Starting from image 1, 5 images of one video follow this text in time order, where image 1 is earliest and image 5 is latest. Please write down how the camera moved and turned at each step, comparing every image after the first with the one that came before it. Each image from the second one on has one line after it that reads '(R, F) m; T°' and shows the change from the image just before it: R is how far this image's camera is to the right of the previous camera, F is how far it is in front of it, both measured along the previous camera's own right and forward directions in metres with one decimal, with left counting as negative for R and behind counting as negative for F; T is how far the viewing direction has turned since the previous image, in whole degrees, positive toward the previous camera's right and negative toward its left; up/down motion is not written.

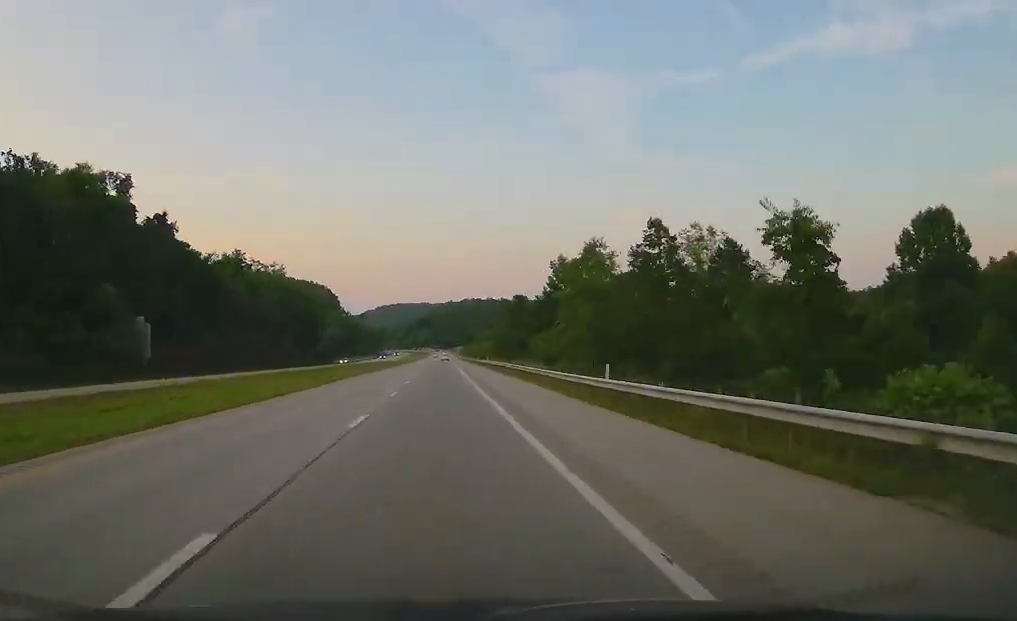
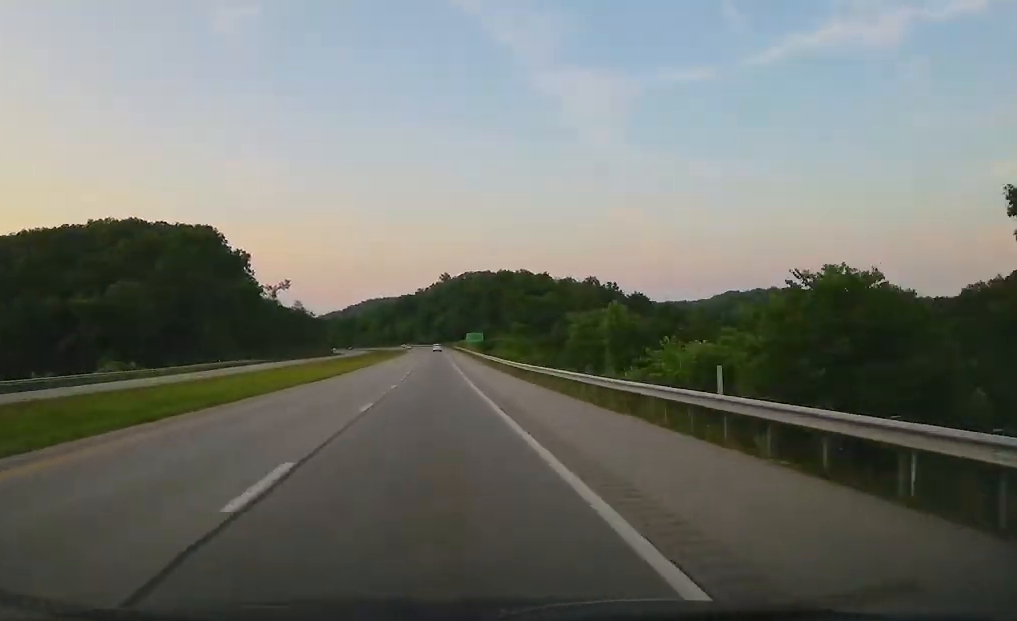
(+1.1, +201.4) m; -1°
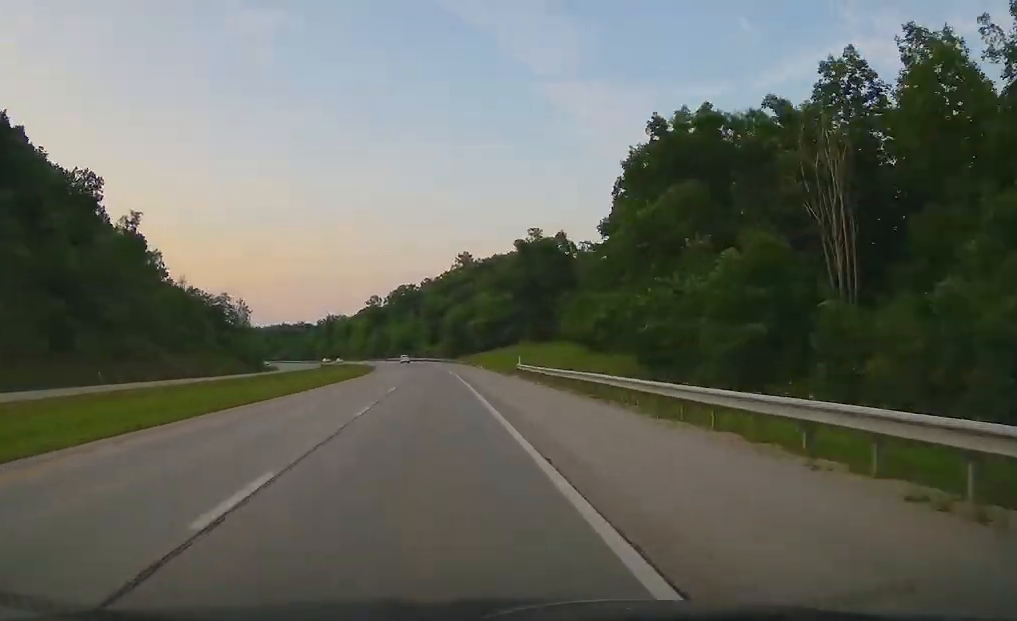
(-2.1, +135.1) m; -4°
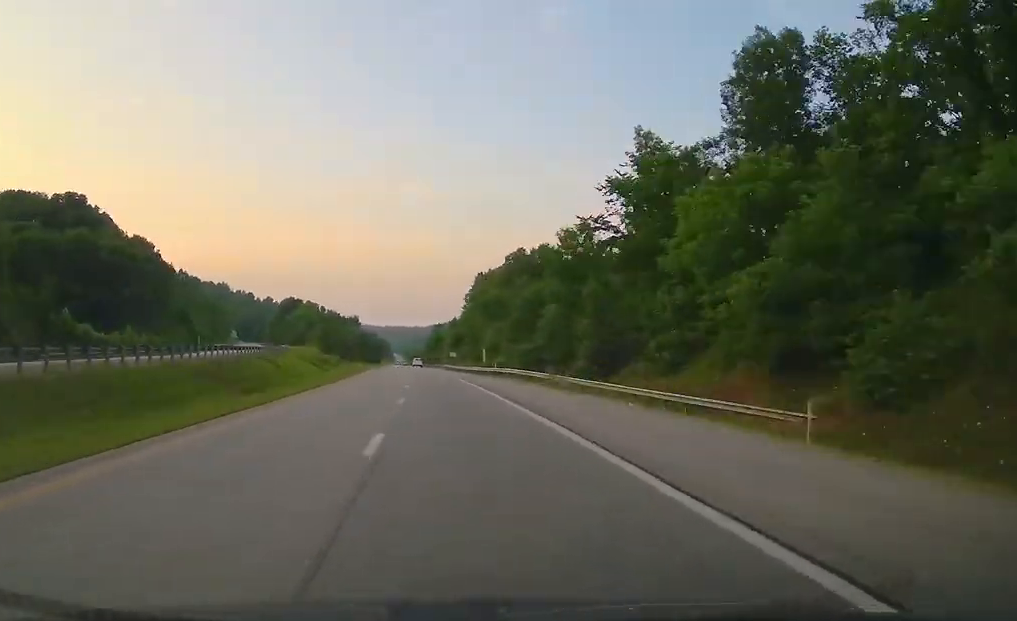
(-63.6, +326.5) m; -22°
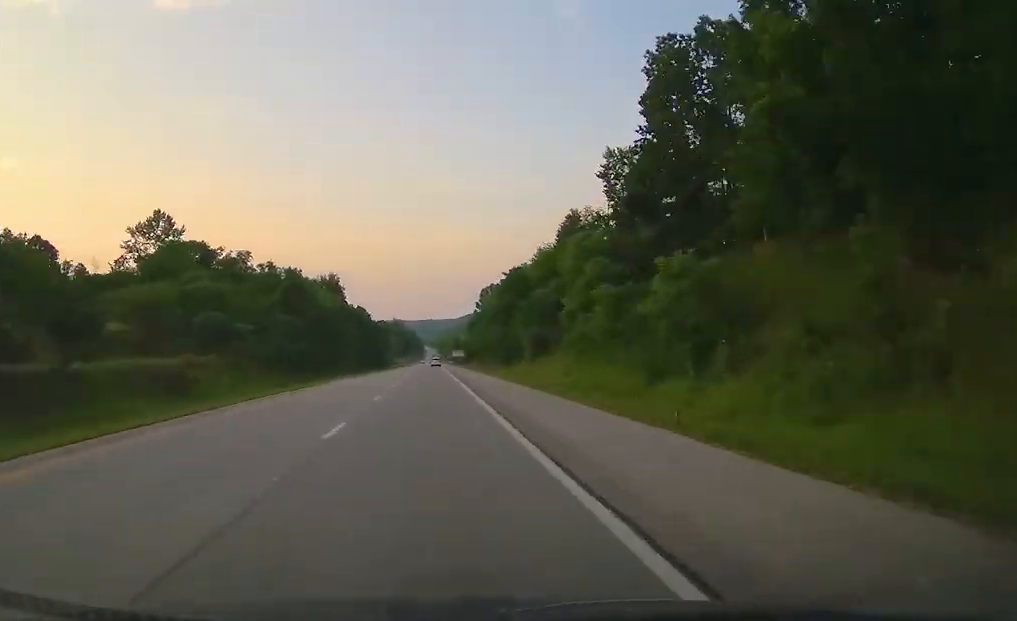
(-7.6, +170.8) m; -3°
